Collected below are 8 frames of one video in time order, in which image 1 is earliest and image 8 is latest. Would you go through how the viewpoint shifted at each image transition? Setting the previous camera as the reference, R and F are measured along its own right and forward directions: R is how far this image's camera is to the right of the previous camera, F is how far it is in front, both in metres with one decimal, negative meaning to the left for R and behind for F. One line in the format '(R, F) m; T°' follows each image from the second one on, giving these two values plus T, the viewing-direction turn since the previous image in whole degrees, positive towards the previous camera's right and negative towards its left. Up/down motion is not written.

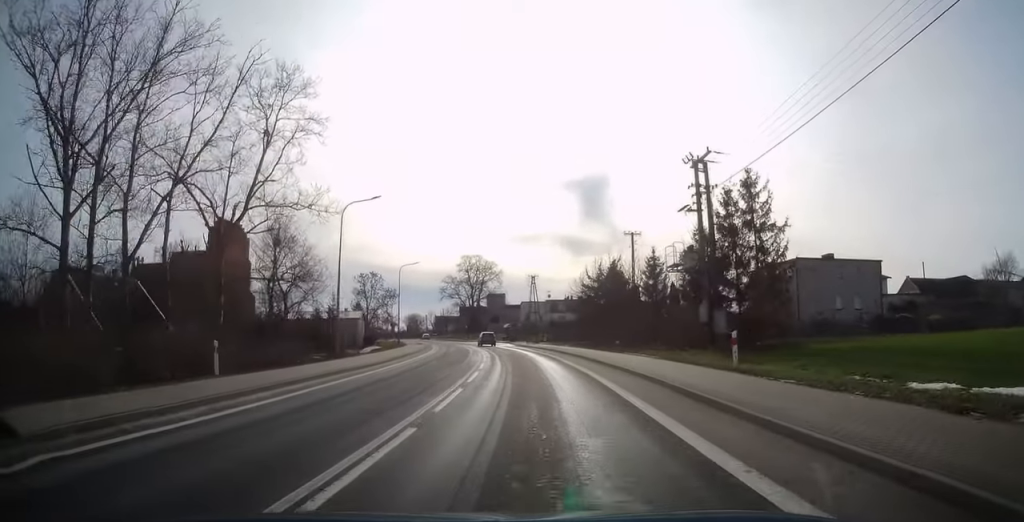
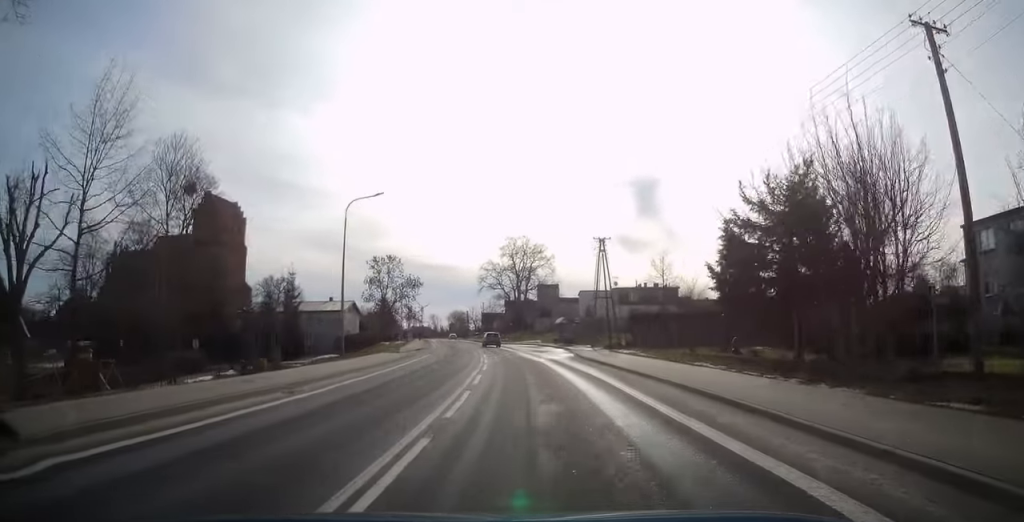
(-1.6, +30.6) m; -6°
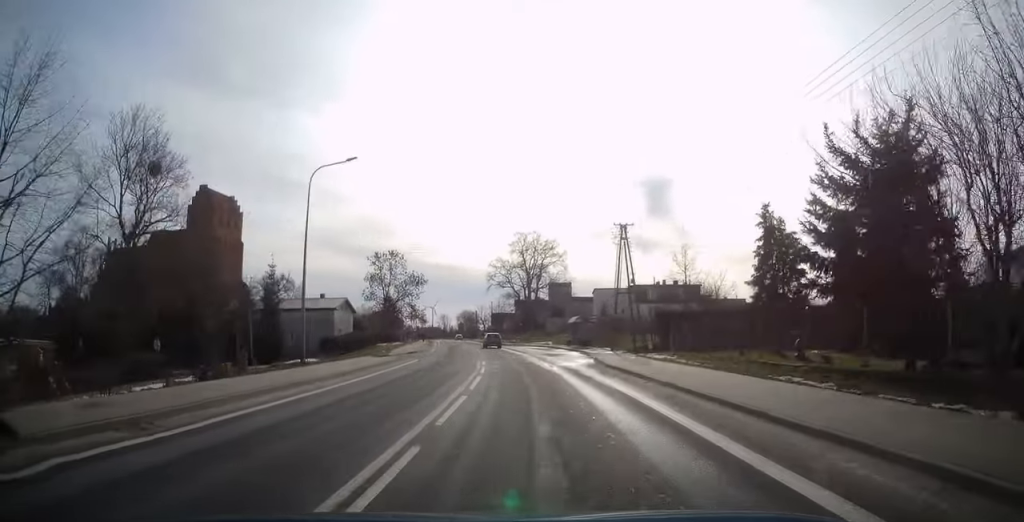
(-0.1, +6.6) m; -1°
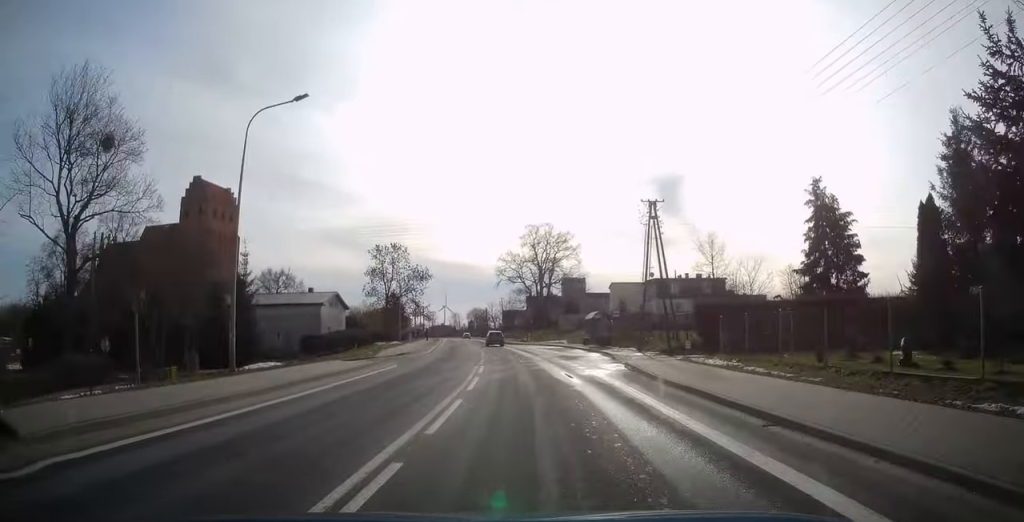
(-0.1, +6.9) m; -1°
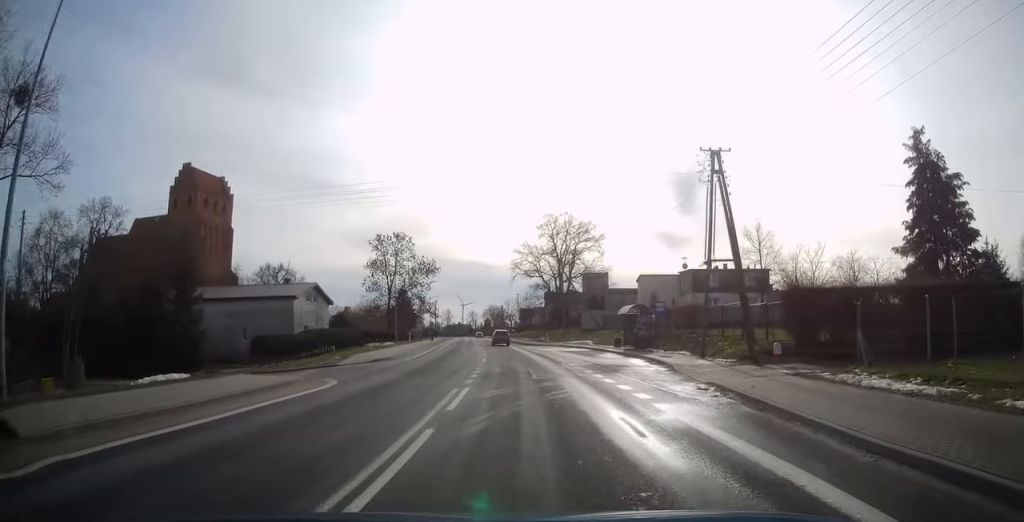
(0.0, +9.9) m; -1°
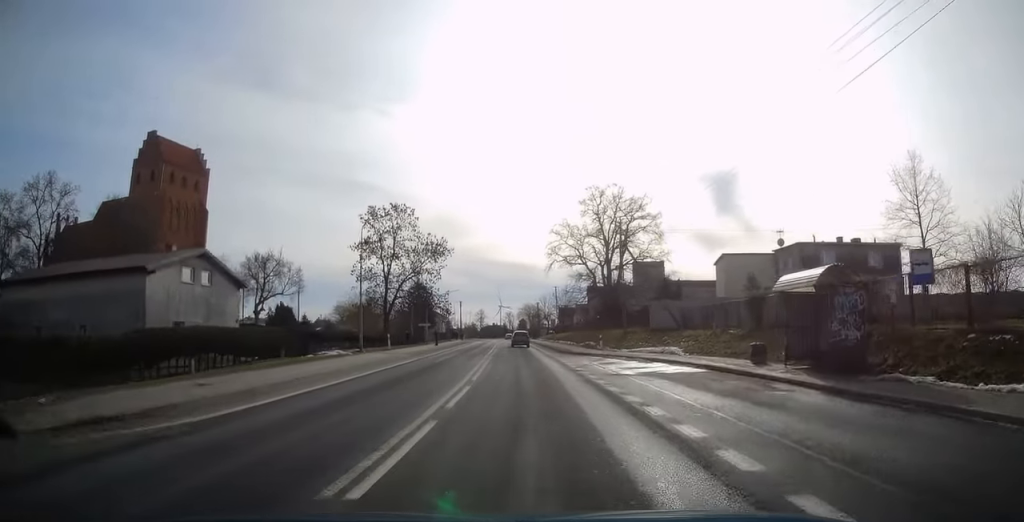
(-0.8, +21.6) m; -4°
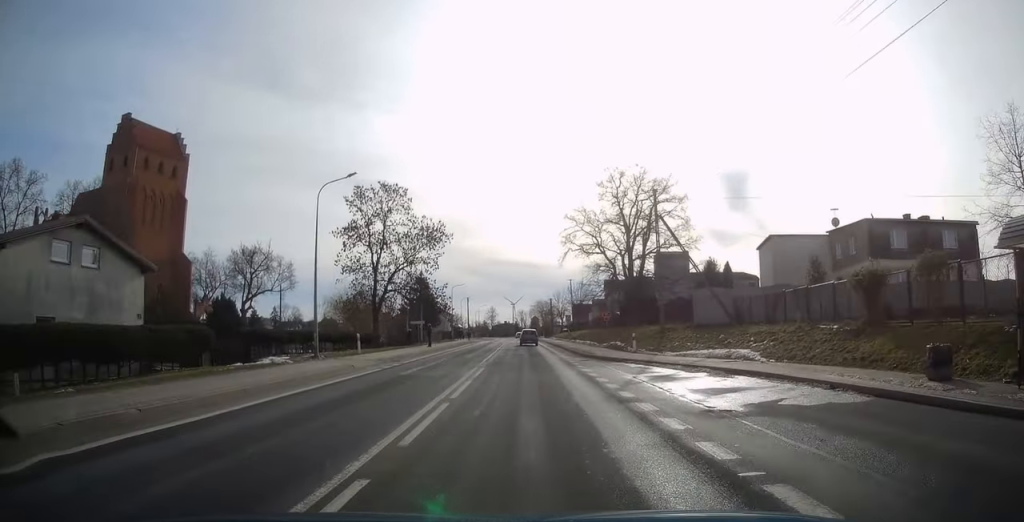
(-0.3, +9.5) m; -2°
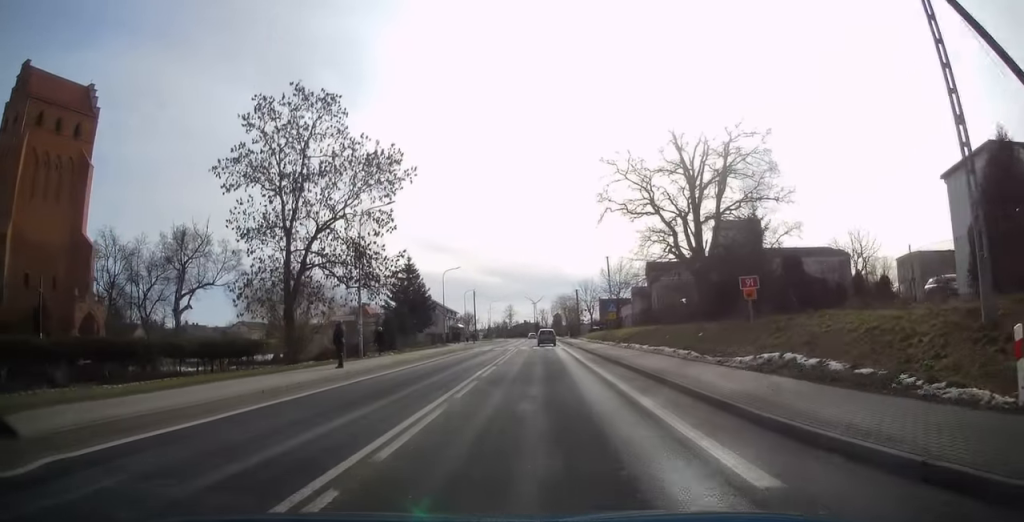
(-0.5, +25.3) m; -2°
